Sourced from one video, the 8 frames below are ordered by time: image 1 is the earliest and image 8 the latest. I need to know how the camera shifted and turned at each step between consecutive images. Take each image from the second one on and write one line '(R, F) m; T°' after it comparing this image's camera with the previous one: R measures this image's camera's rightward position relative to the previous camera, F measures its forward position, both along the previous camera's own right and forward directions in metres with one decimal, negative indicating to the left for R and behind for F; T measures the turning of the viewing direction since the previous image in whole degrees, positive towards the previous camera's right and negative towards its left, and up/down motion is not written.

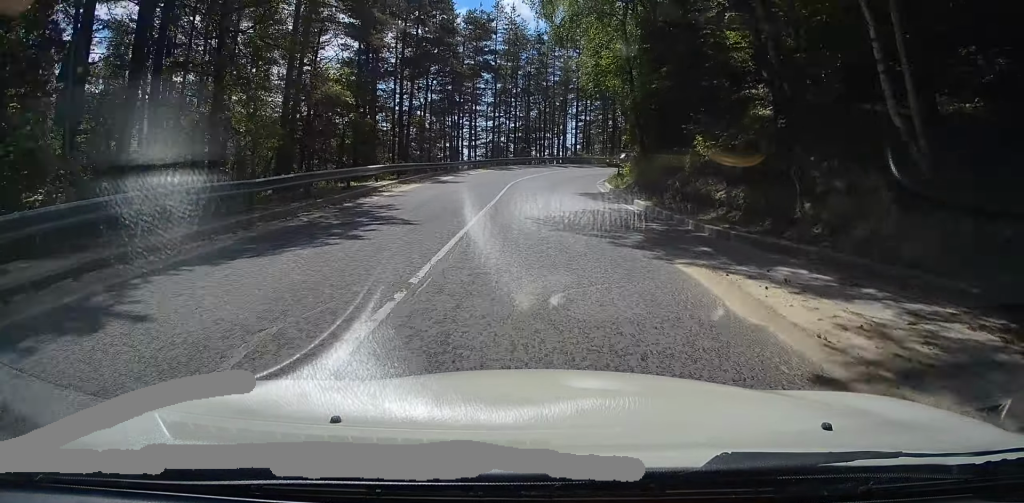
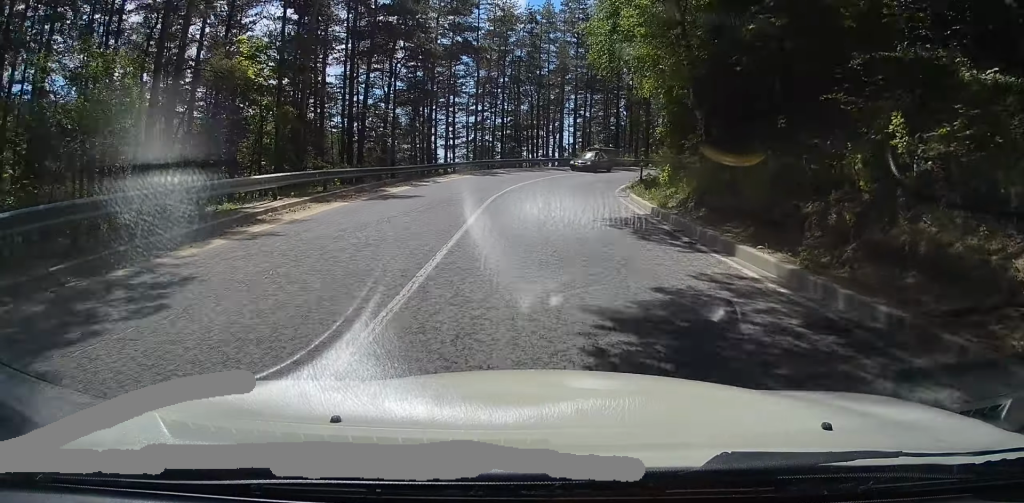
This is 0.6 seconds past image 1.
(0.0, +7.5) m; 0°
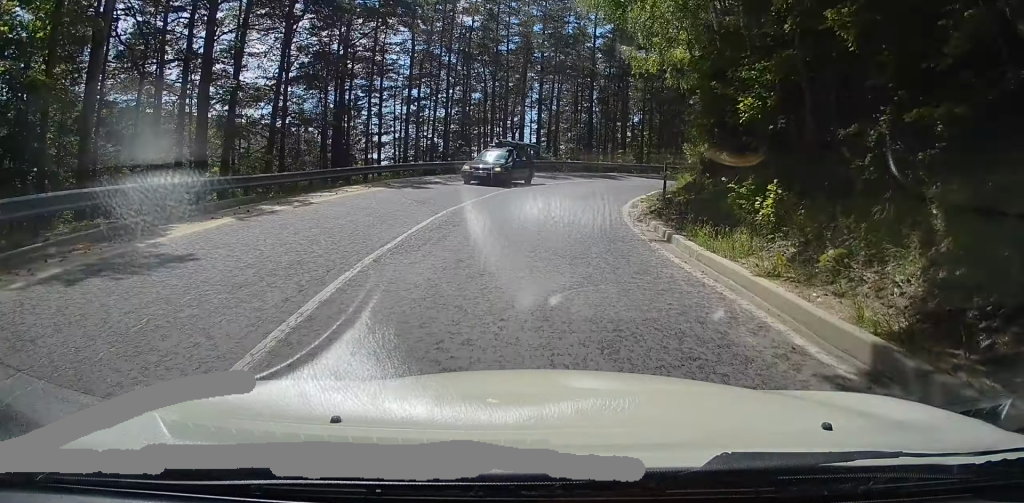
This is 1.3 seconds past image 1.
(0.0, +11.0) m; +1°
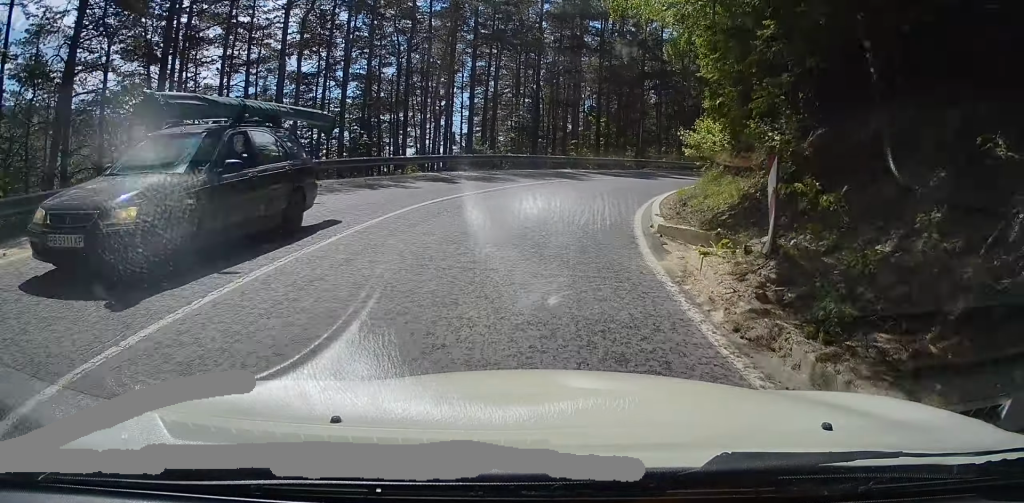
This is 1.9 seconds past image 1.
(+0.1, +10.5) m; +2°
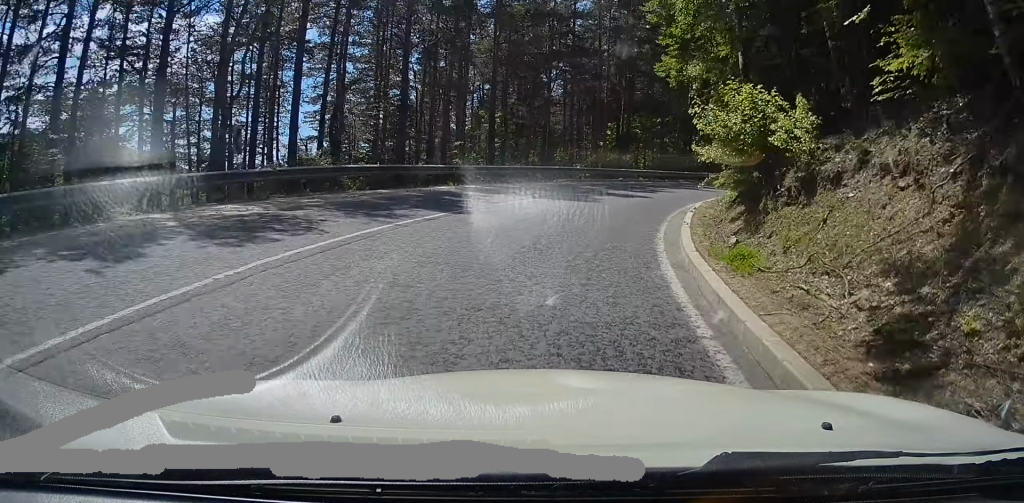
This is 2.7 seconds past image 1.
(+0.2, +13.6) m; +5°
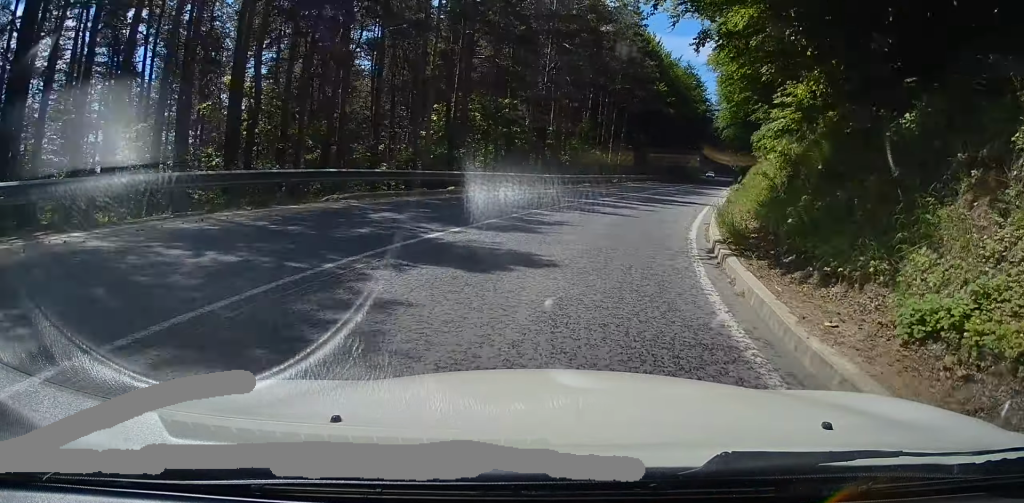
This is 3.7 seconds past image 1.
(+0.8, +15.3) m; +13°
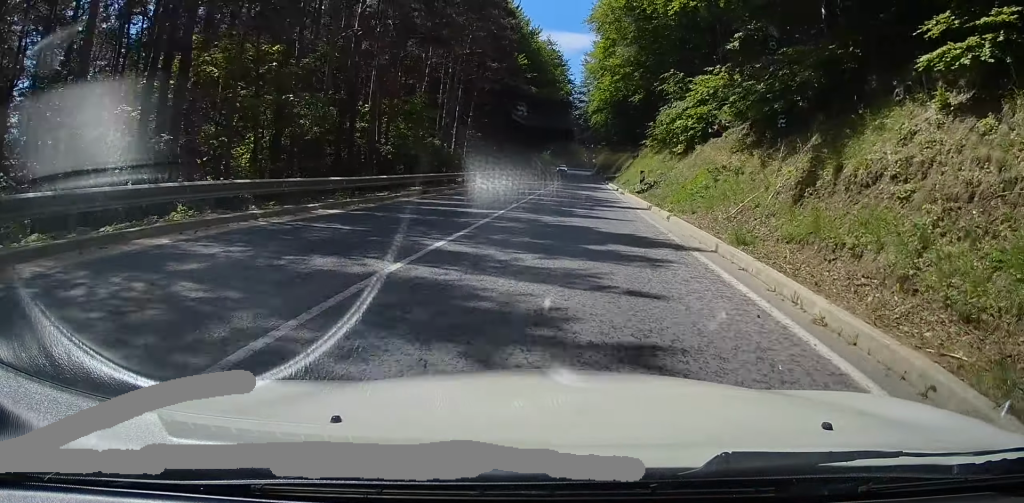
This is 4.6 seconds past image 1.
(+2.4, +14.9) m; +16°
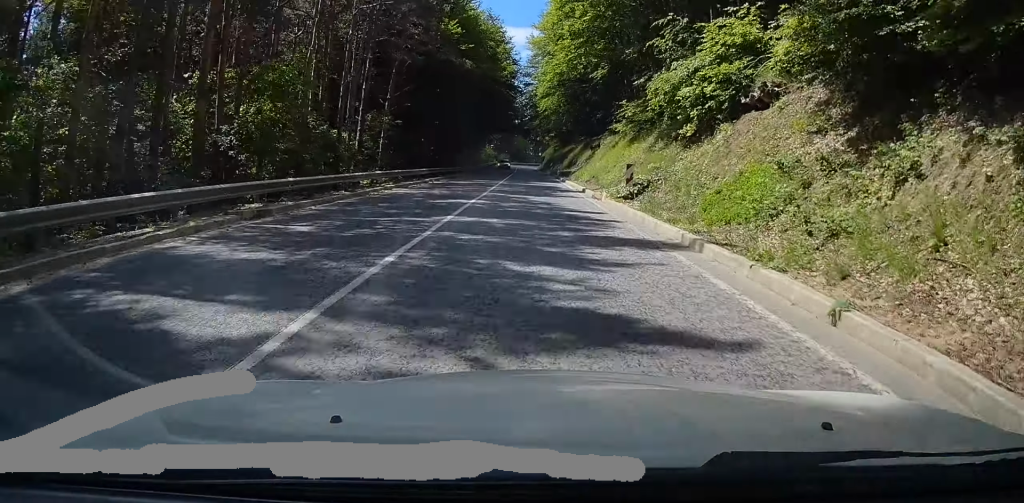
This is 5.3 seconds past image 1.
(+1.3, +11.4) m; +6°
